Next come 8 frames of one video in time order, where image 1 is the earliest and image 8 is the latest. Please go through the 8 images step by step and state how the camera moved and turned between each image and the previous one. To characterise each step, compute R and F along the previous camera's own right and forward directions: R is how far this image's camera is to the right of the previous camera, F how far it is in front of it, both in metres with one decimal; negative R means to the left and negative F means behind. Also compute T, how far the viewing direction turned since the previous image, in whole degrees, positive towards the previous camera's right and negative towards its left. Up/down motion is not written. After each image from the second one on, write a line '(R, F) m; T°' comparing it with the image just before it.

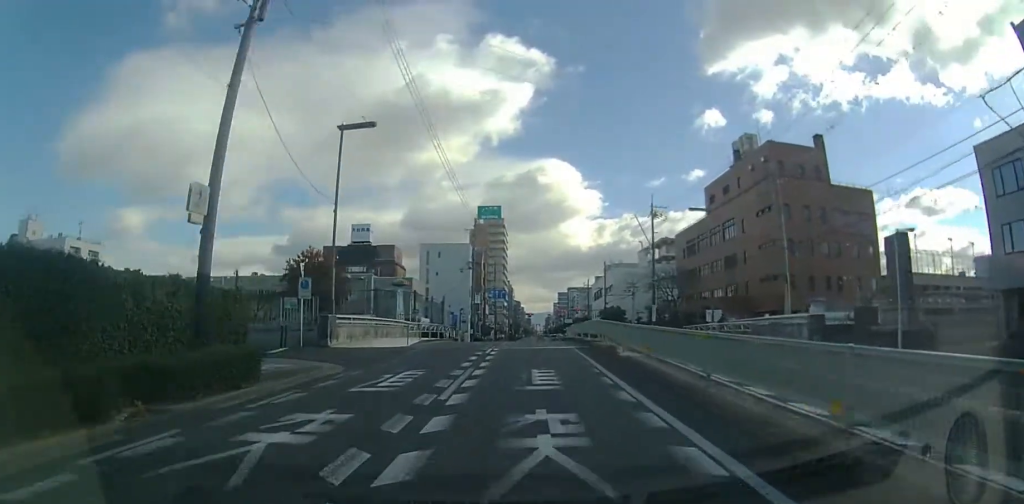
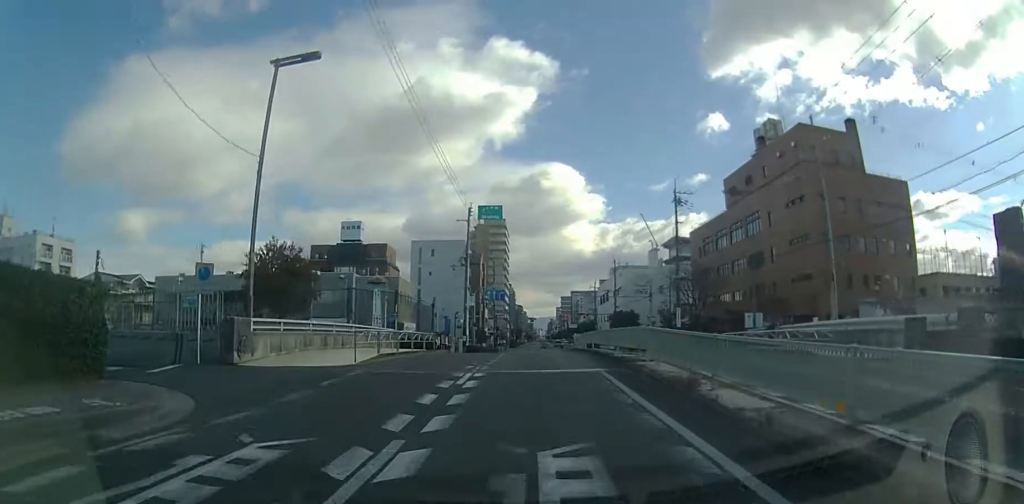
(+0.1, +8.3) m; +1°
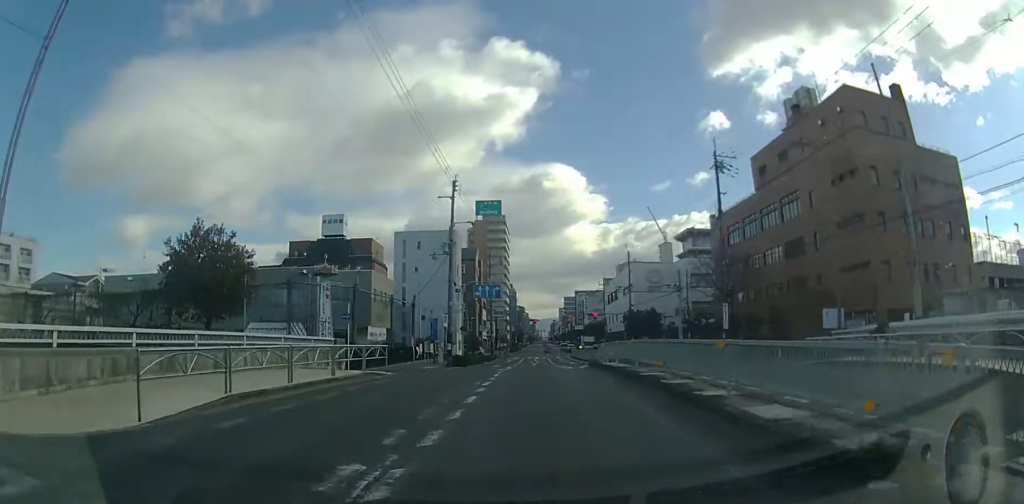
(+0.1, +10.5) m; 0°
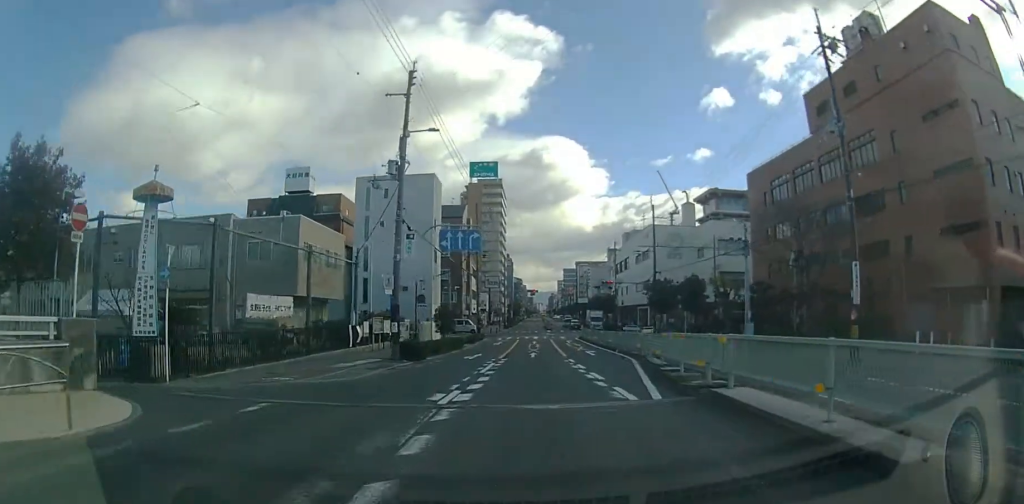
(-0.1, +14.7) m; -2°
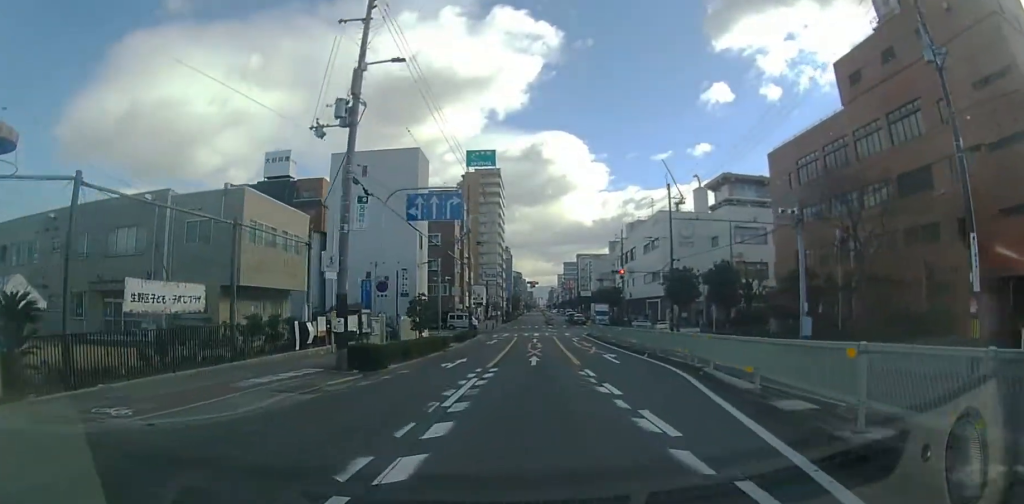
(-0.1, +7.0) m; -1°
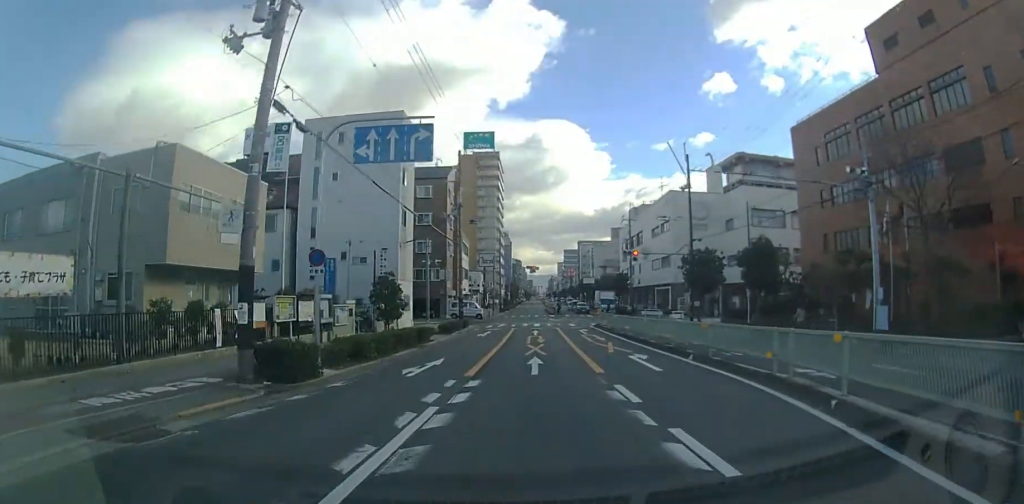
(-0.1, +6.0) m; +1°
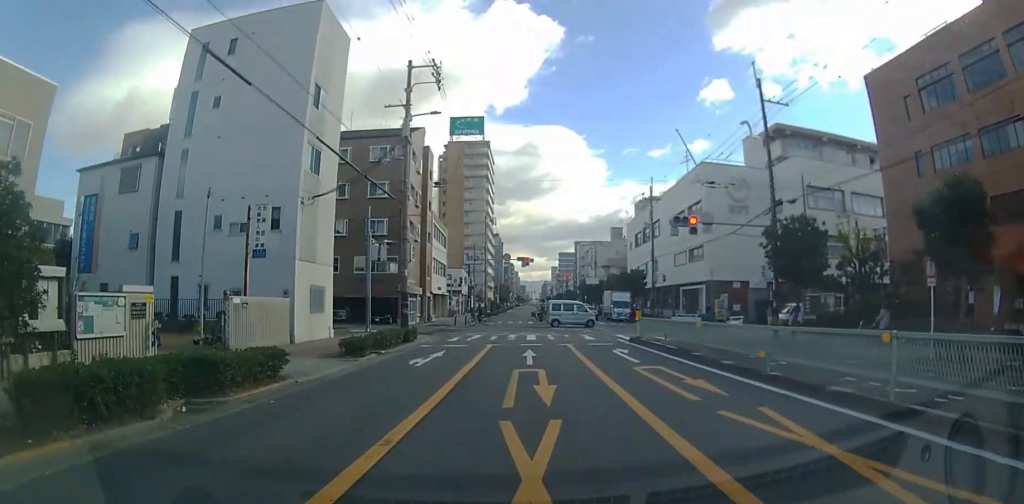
(+1.8, +17.0) m; +7°
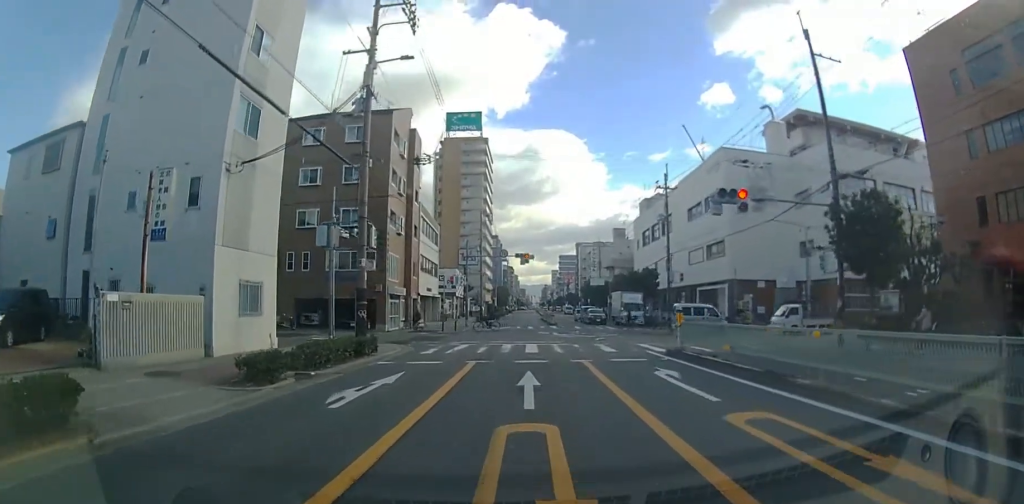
(-0.5, +6.7) m; -5°
